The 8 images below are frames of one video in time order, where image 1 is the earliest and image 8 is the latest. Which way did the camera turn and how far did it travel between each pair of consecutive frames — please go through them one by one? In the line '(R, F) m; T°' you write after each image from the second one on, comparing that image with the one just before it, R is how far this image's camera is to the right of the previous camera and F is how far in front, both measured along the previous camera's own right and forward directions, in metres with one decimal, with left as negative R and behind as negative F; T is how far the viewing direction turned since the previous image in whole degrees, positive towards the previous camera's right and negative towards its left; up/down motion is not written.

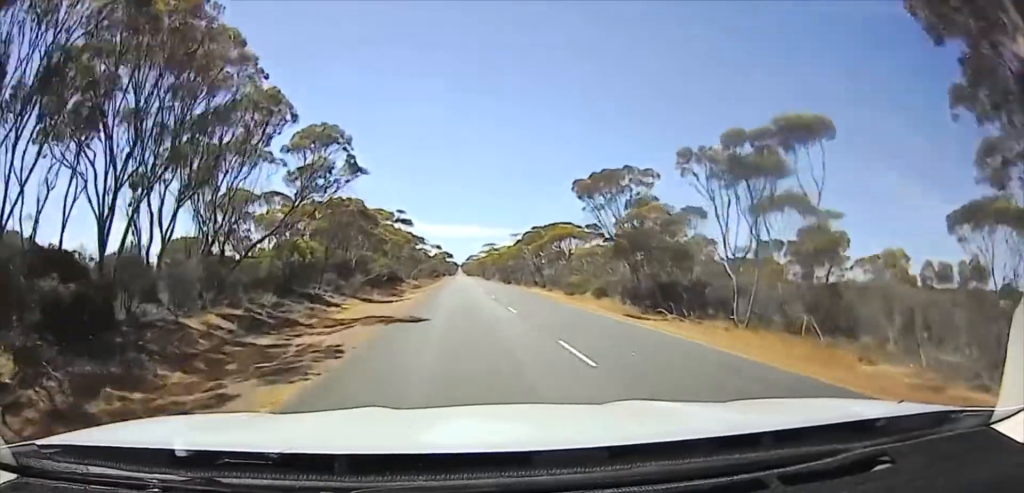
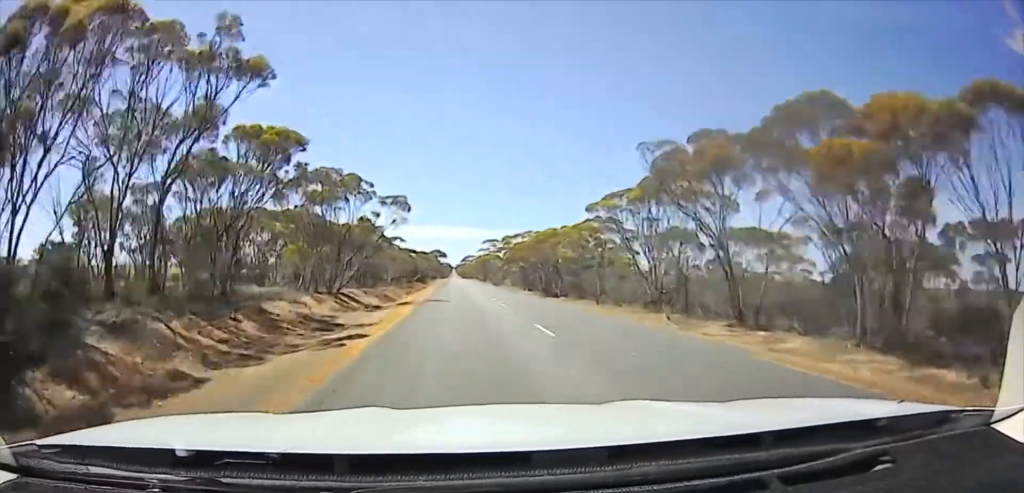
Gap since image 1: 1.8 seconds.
(0.0, +53.8) m; 0°
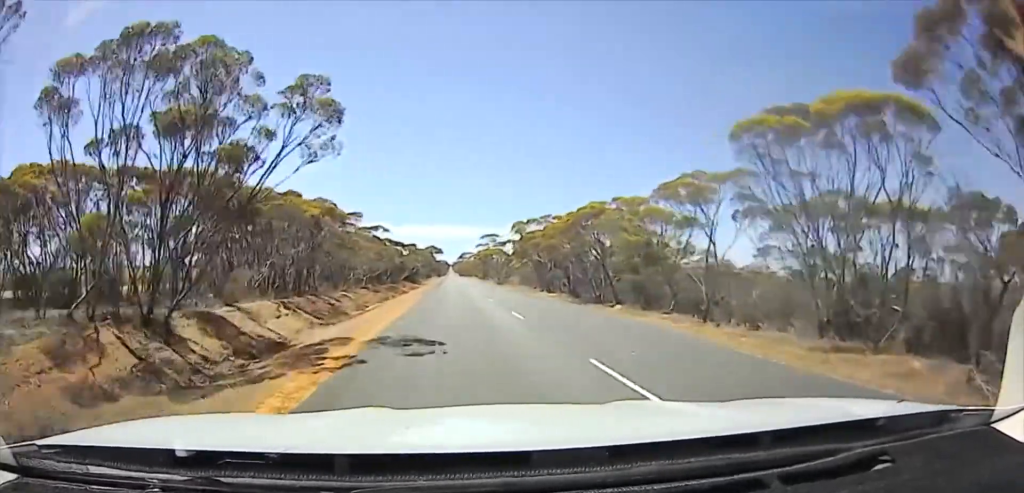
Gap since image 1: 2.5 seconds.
(0.0, +19.7) m; 0°
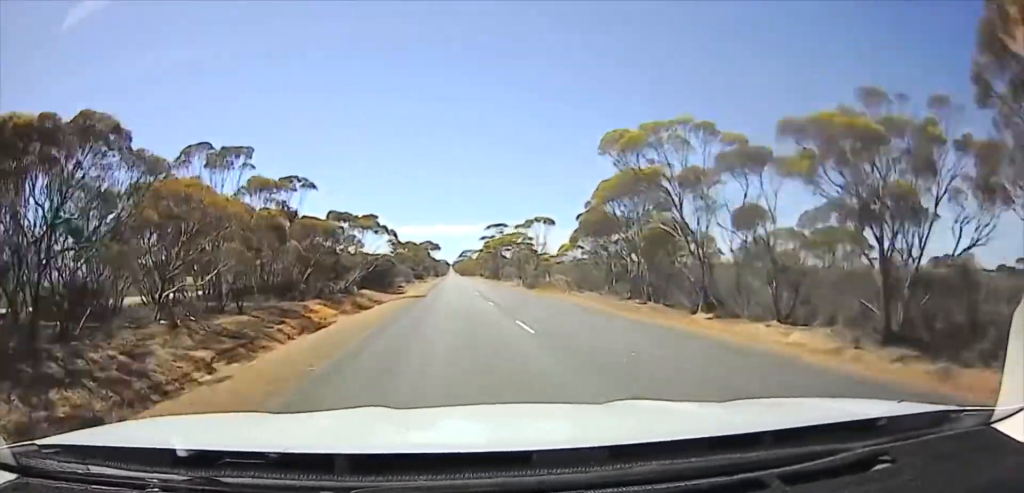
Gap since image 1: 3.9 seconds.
(0.0, +40.6) m; 0°
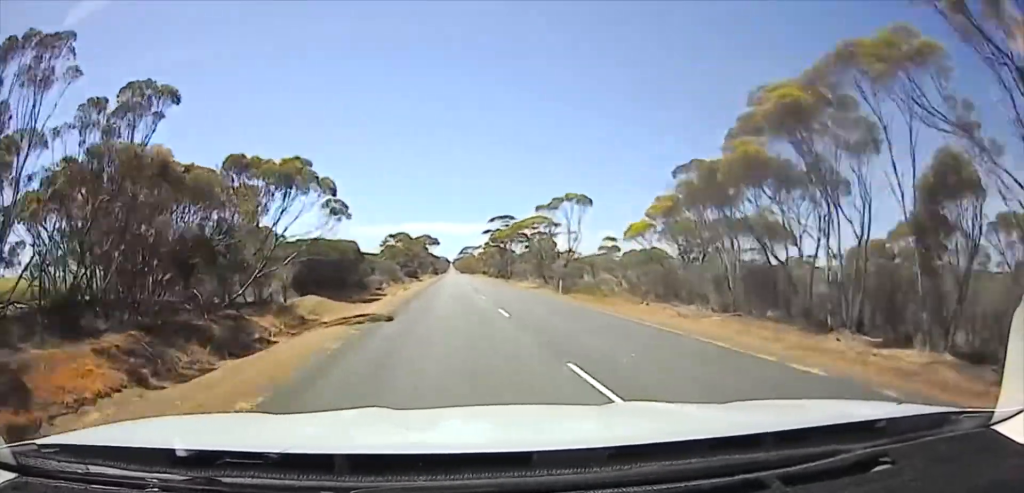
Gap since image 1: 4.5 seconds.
(0.0, +19.9) m; 0°
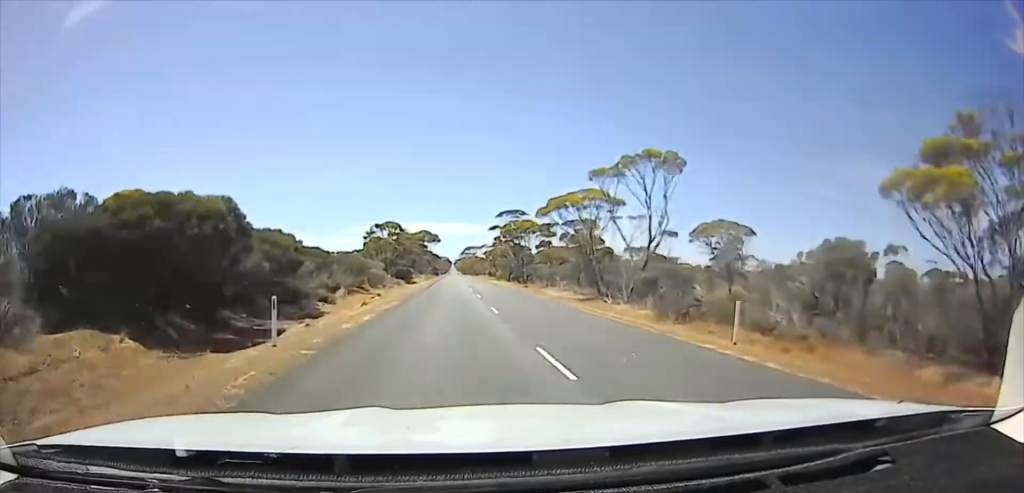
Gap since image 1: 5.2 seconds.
(0.0, +20.9) m; 0°
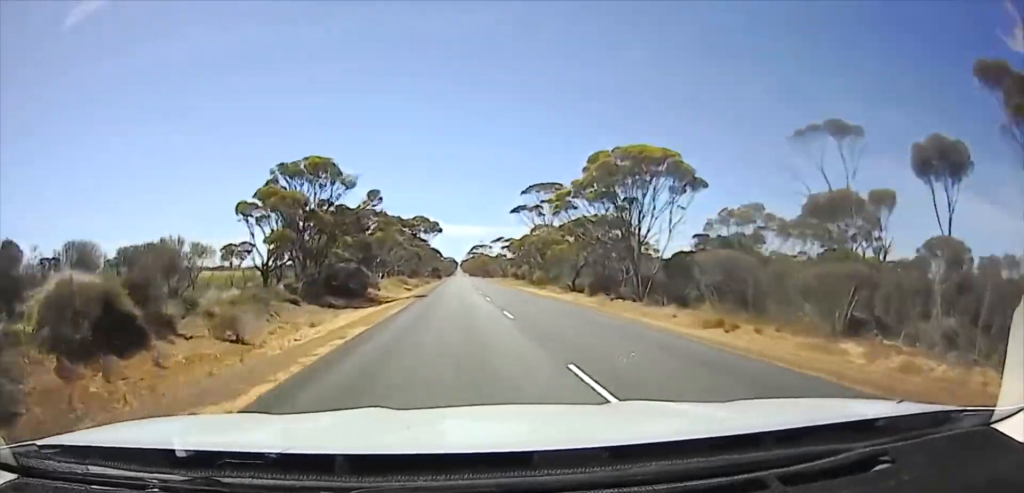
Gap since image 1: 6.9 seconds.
(0.0, +50.3) m; 0°
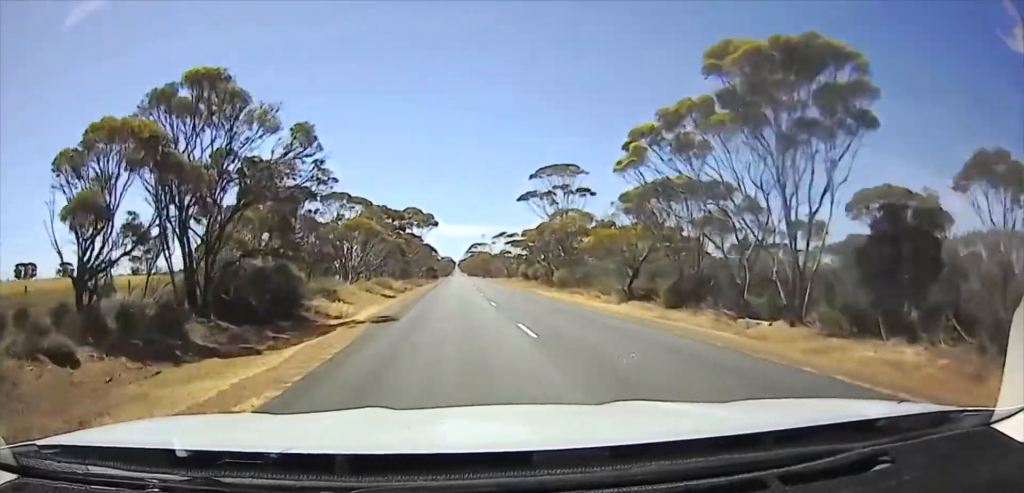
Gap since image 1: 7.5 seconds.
(0.0, +16.4) m; 0°
